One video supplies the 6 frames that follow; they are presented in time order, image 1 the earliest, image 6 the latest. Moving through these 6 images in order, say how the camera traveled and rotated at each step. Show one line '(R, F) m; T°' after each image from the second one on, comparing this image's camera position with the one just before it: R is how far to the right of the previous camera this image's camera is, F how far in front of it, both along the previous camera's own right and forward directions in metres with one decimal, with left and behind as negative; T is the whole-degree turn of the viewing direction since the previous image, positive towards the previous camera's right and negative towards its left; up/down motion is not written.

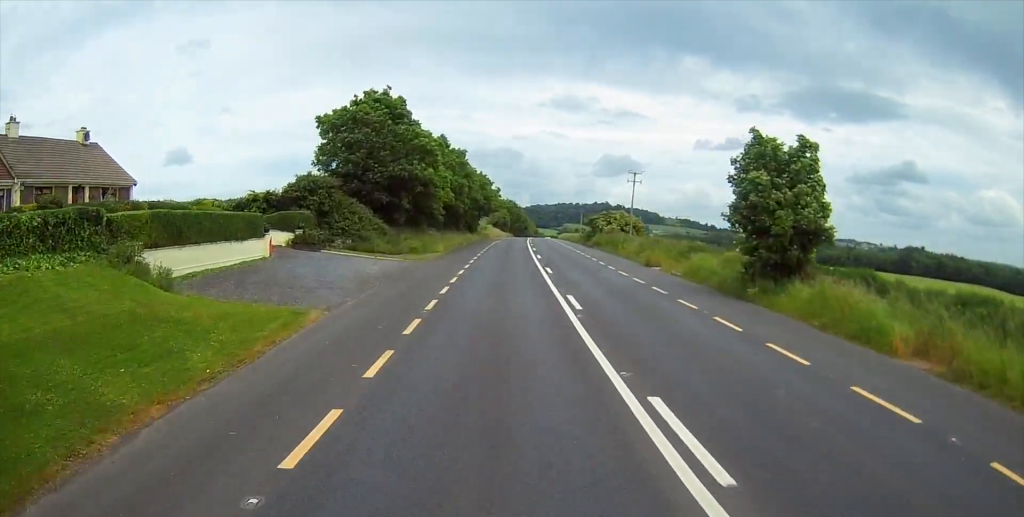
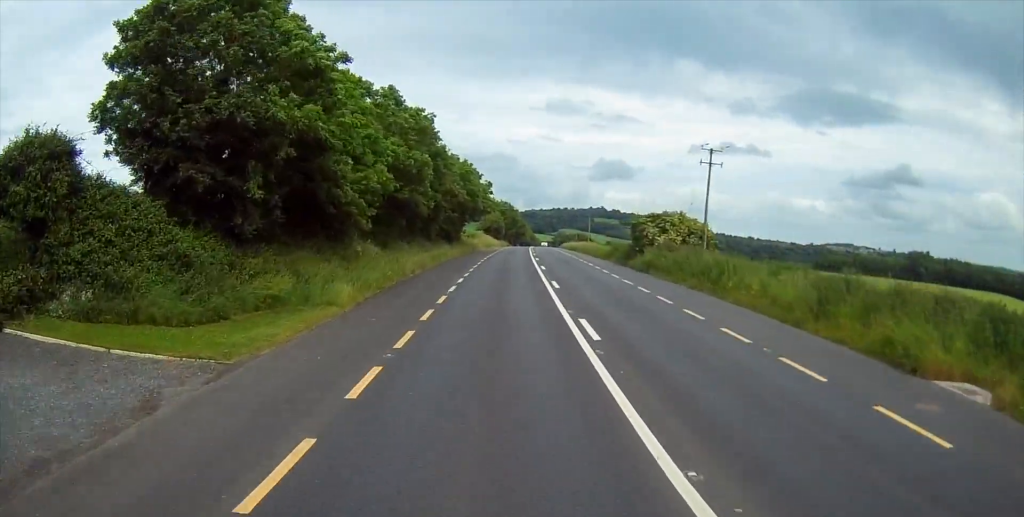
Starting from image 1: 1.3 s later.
(+0.2, +28.9) m; -1°
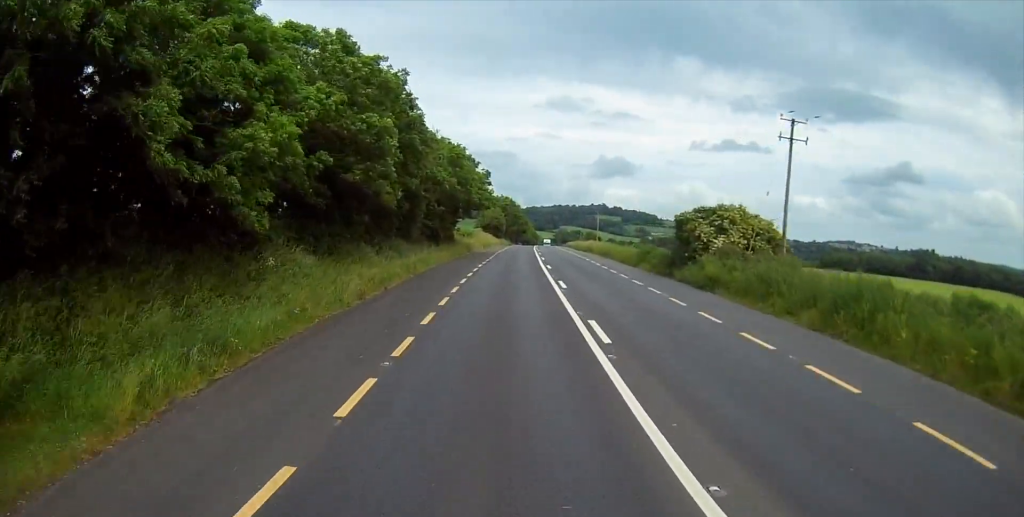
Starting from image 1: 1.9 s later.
(-0.1, +13.1) m; -1°
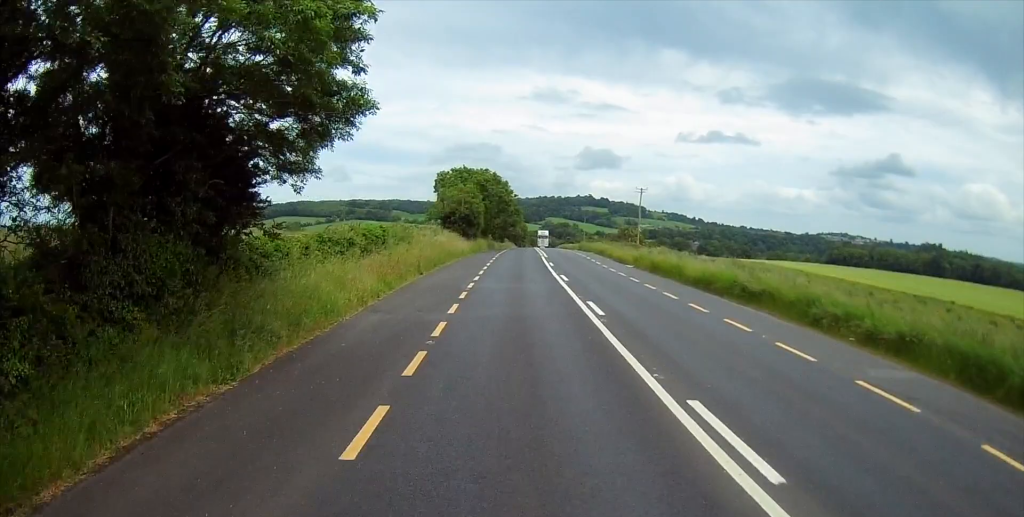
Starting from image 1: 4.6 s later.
(+0.7, +57.1) m; +3°
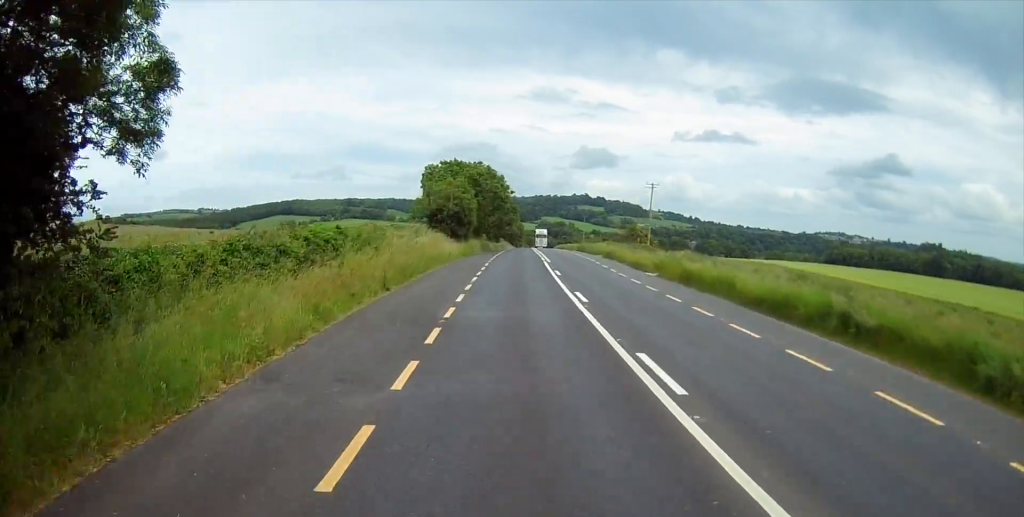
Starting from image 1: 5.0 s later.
(0.0, +8.7) m; 0°
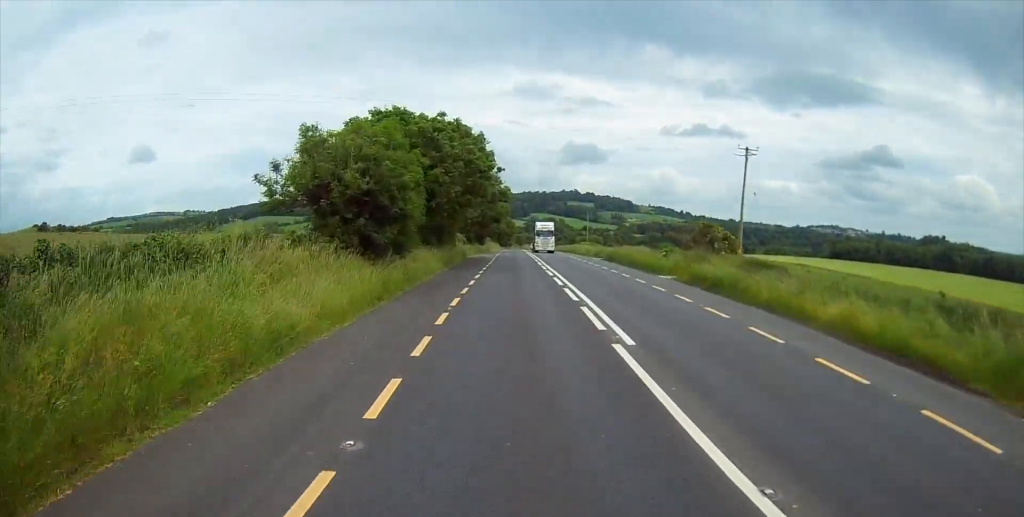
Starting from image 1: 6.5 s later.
(-0.3, +34.0) m; -1°
